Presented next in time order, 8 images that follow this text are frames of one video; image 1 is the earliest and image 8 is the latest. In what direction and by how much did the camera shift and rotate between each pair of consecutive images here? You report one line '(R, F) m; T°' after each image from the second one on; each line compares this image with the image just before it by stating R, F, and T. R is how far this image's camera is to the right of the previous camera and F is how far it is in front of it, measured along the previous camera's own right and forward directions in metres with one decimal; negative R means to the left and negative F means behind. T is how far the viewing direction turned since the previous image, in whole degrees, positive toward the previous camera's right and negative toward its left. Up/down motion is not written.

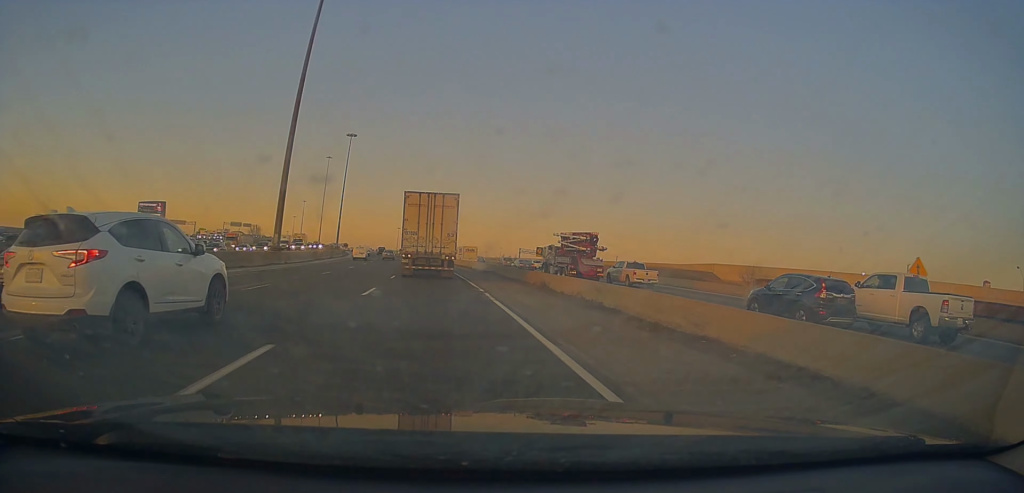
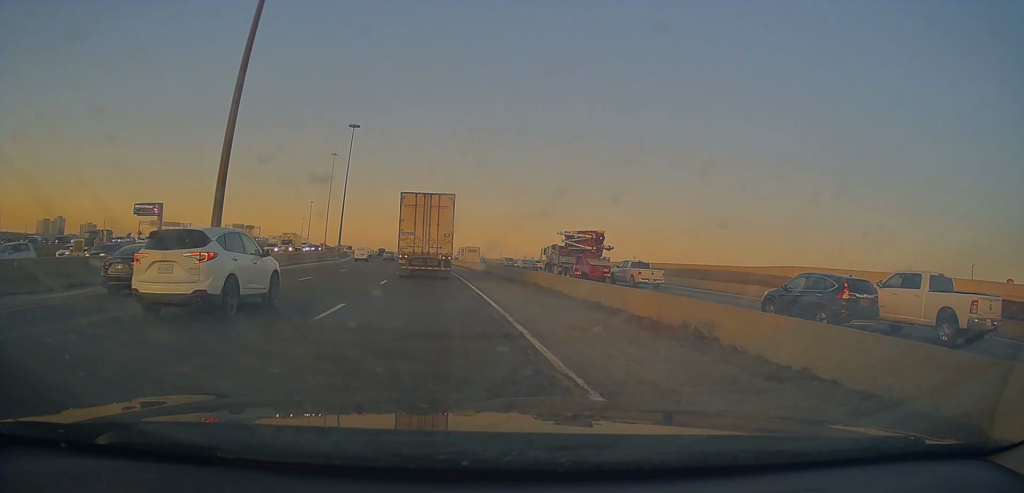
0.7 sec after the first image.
(-0.3, +15.9) m; -1°
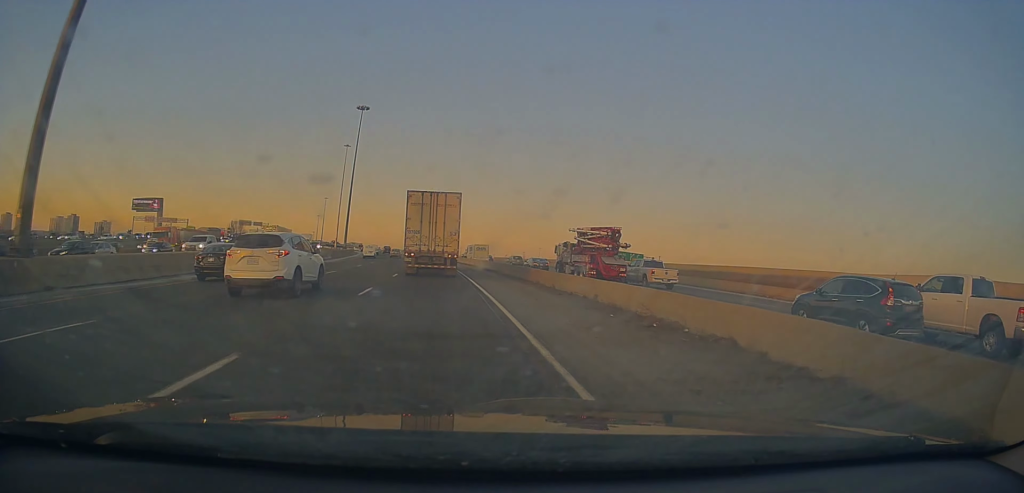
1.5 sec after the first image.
(-0.2, +18.9) m; -1°
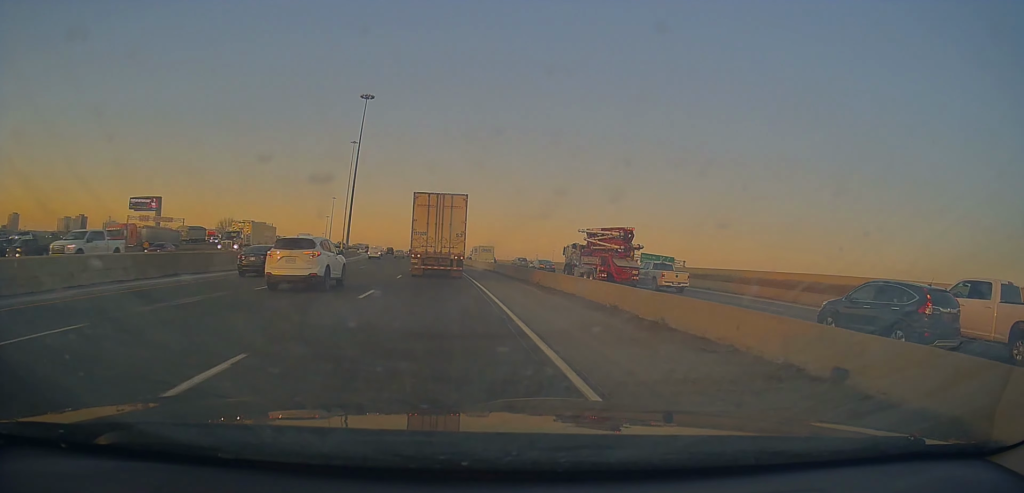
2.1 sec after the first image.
(-0.1, +12.3) m; 0°
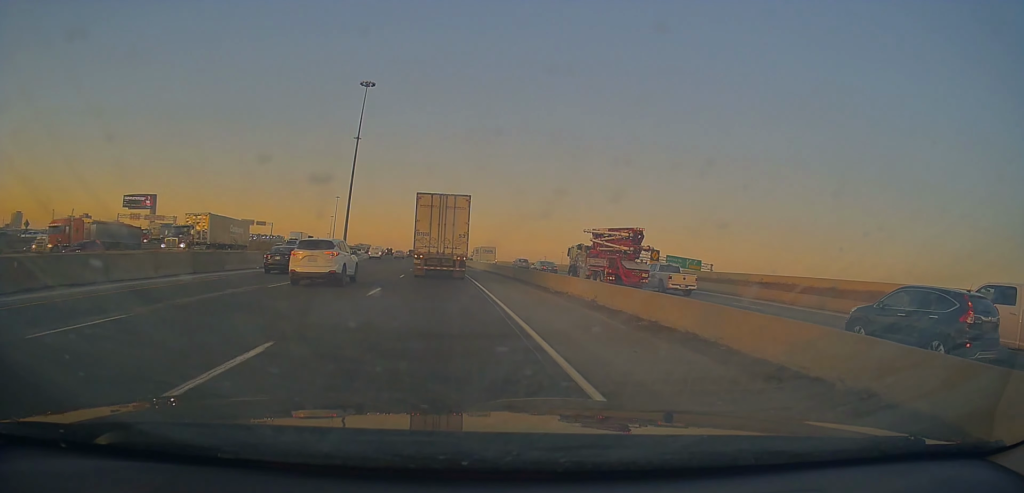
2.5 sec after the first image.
(-0.1, +10.8) m; 0°
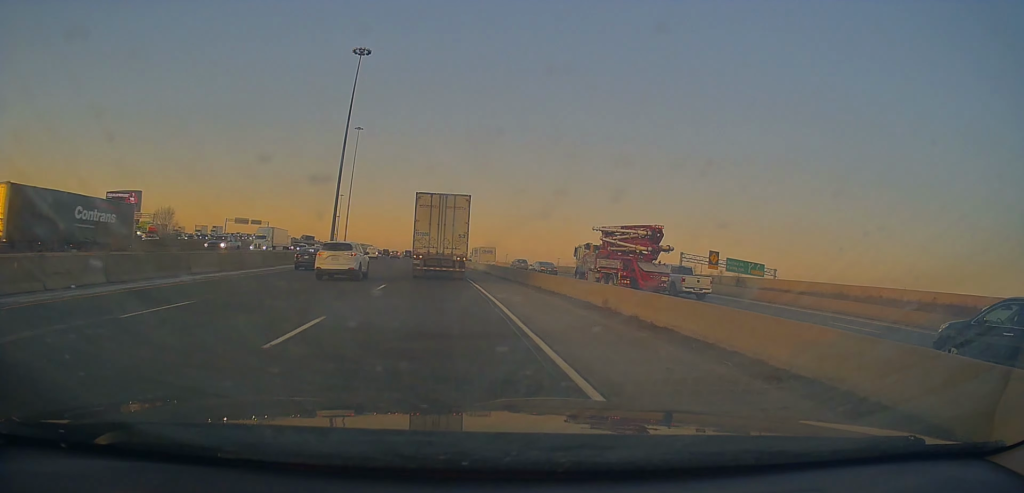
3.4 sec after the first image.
(+0.1, +20.7) m; -3°
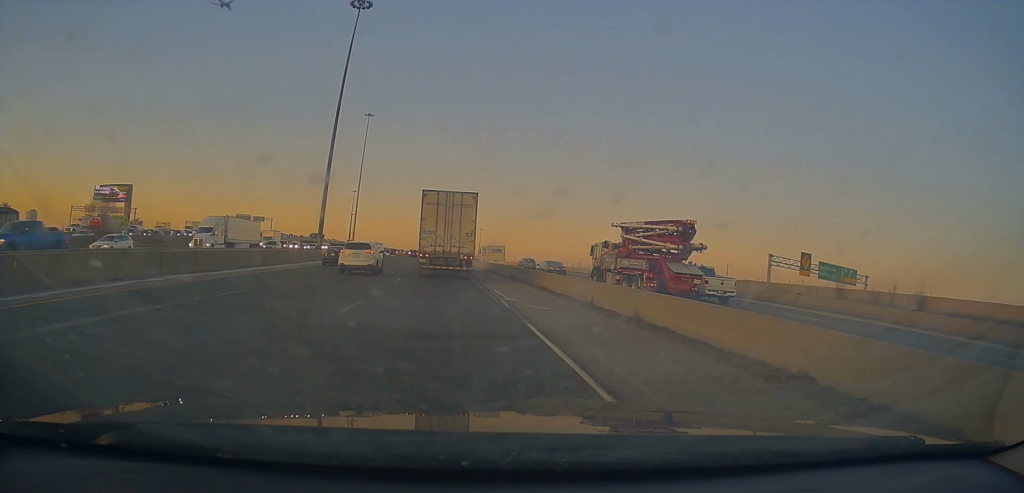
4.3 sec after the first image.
(-1.0, +20.1) m; -3°
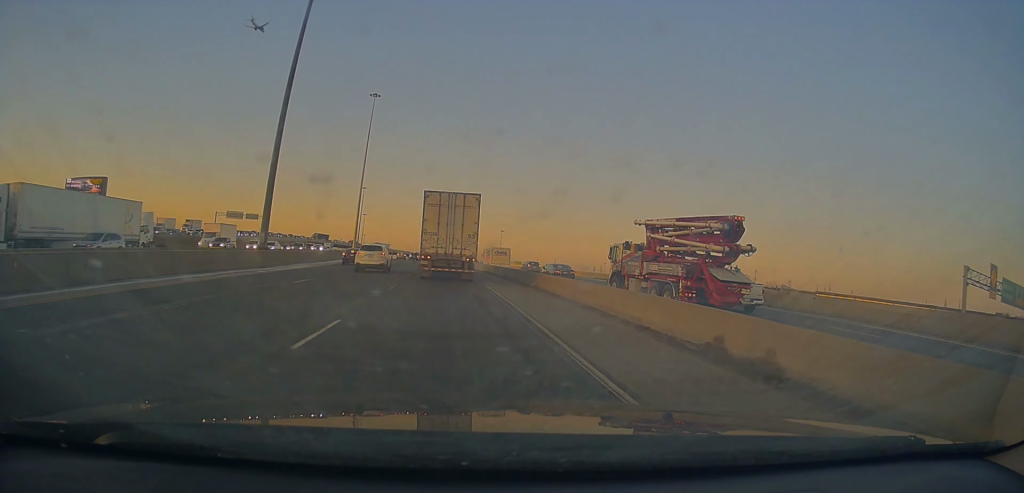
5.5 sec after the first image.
(-0.5, +28.1) m; -1°
